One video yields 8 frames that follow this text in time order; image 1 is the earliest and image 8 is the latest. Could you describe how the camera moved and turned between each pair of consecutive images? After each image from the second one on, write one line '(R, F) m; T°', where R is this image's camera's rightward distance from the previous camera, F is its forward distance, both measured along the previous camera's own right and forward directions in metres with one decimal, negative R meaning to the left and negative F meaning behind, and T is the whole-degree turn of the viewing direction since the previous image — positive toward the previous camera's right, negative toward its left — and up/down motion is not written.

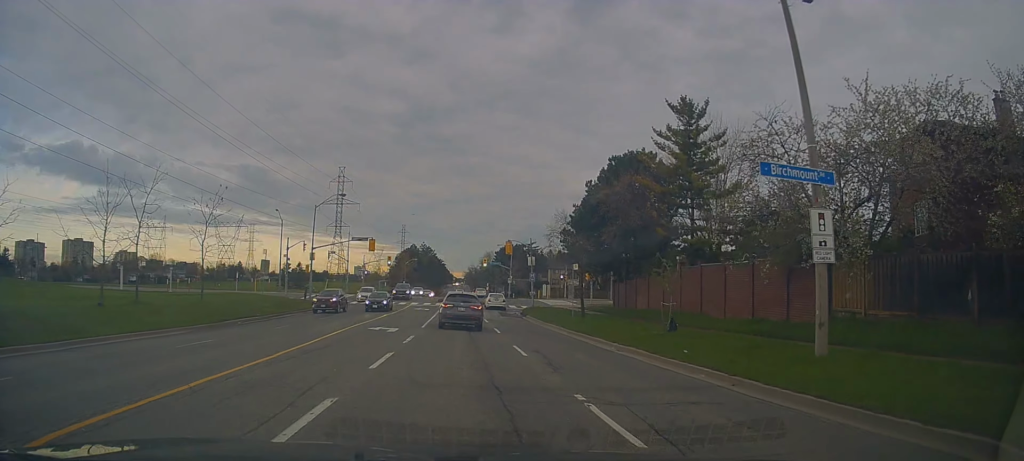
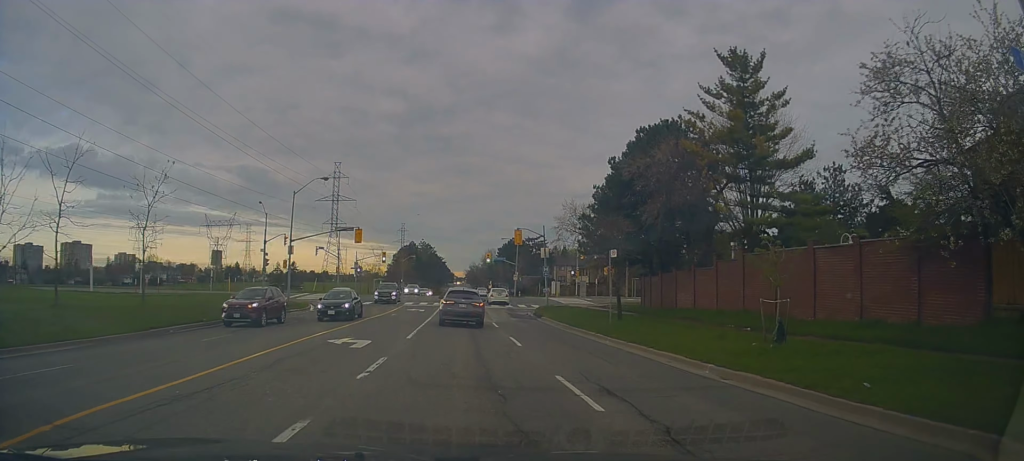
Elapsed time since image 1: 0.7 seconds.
(+0.3, +7.0) m; -1°
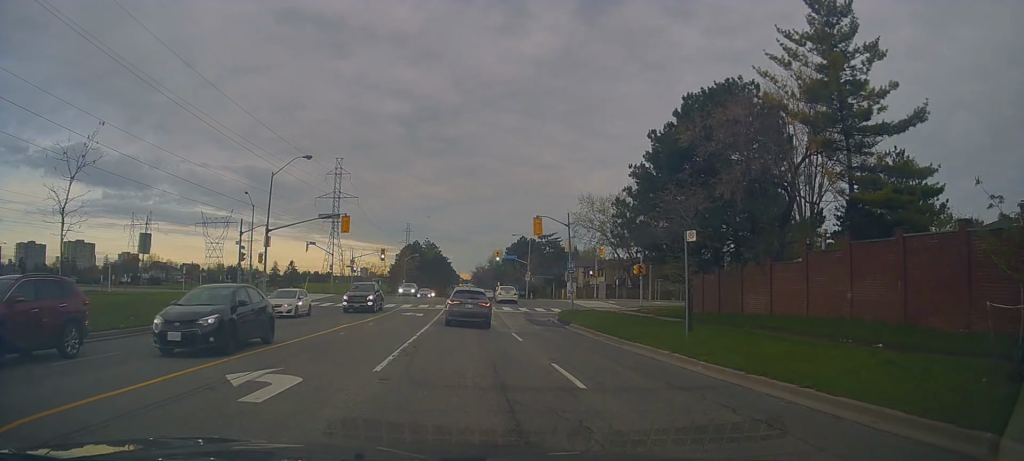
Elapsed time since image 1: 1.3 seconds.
(-0.6, +7.3) m; -1°
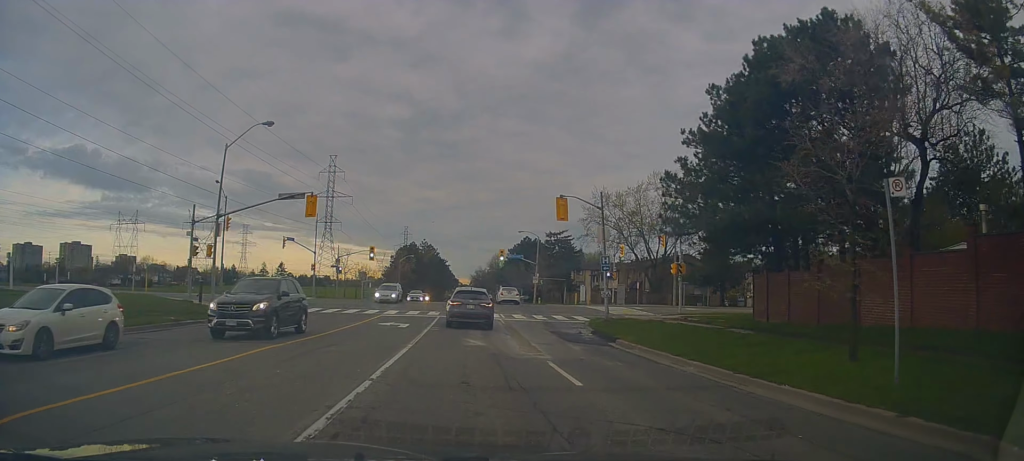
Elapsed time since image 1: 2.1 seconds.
(0.0, +8.5) m; +1°
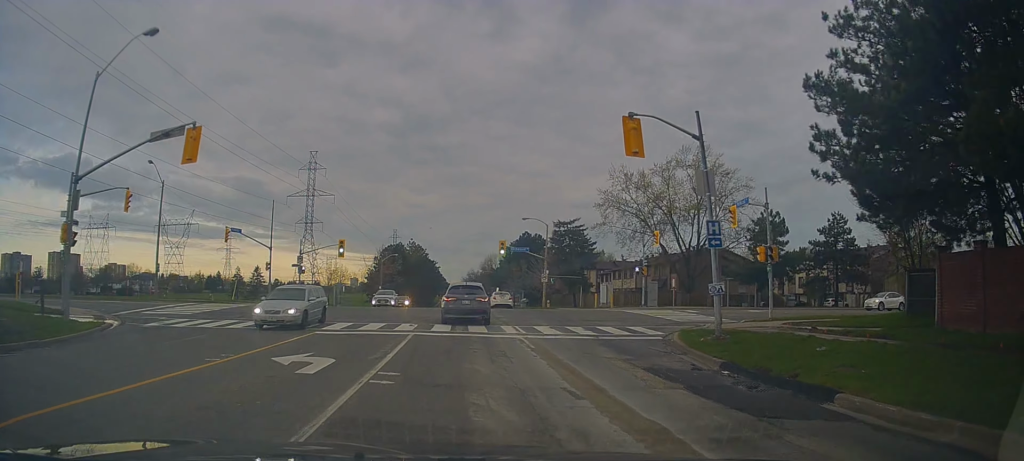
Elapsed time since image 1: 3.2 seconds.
(+0.3, +12.9) m; +2°
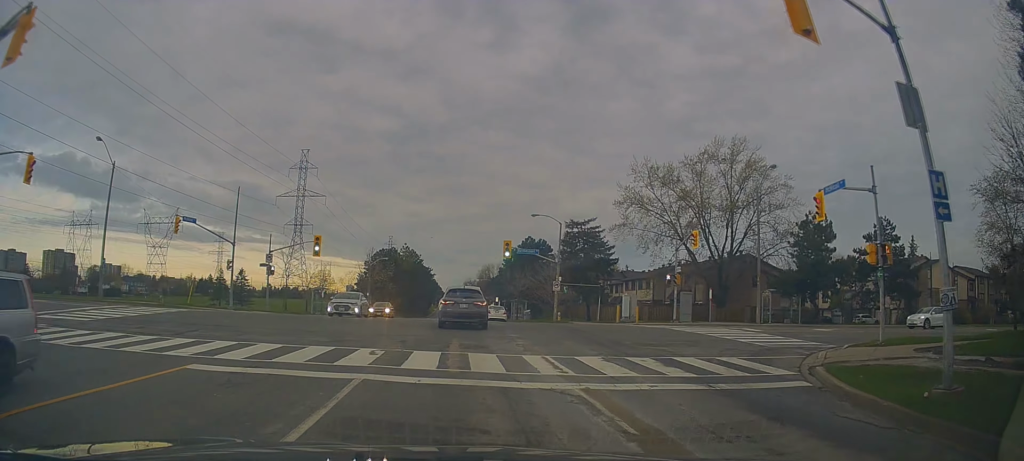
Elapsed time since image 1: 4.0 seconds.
(0.0, +8.2) m; 0°
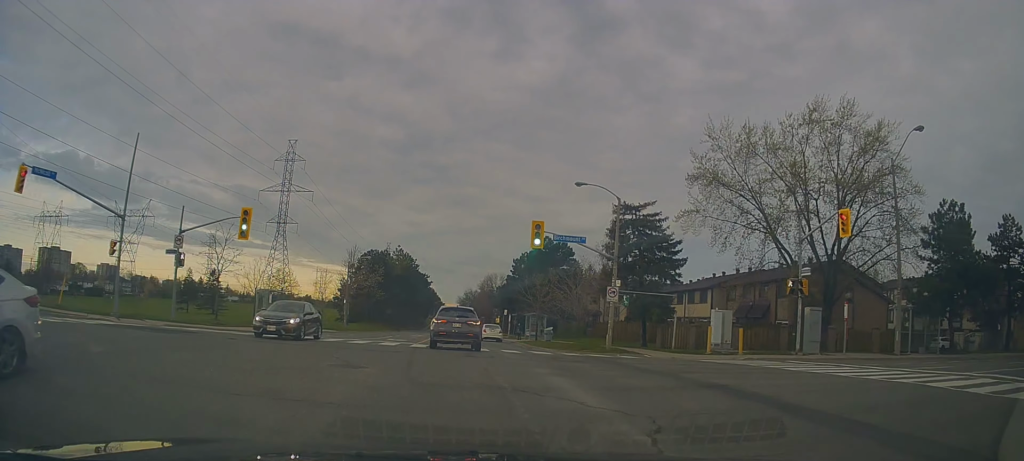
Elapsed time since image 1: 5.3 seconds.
(-0.3, +16.1) m; 0°
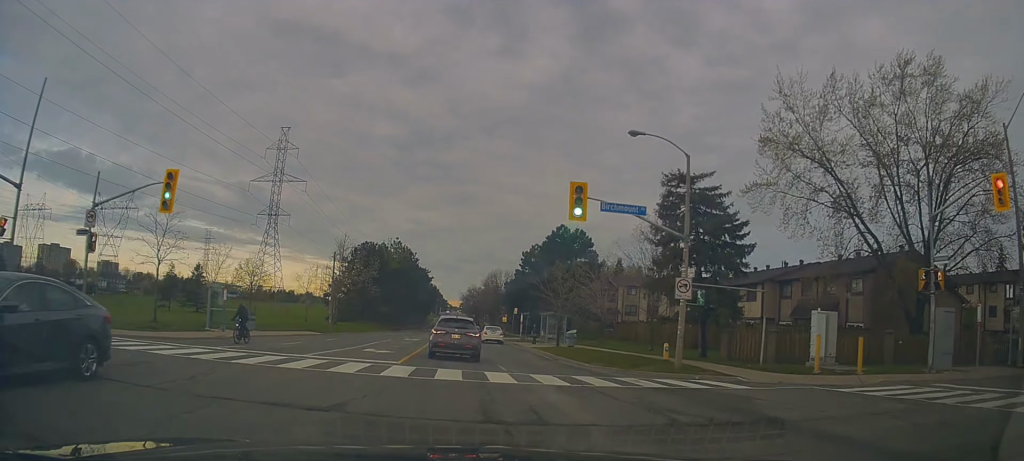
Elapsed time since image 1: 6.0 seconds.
(+0.1, +8.7) m; 0°
